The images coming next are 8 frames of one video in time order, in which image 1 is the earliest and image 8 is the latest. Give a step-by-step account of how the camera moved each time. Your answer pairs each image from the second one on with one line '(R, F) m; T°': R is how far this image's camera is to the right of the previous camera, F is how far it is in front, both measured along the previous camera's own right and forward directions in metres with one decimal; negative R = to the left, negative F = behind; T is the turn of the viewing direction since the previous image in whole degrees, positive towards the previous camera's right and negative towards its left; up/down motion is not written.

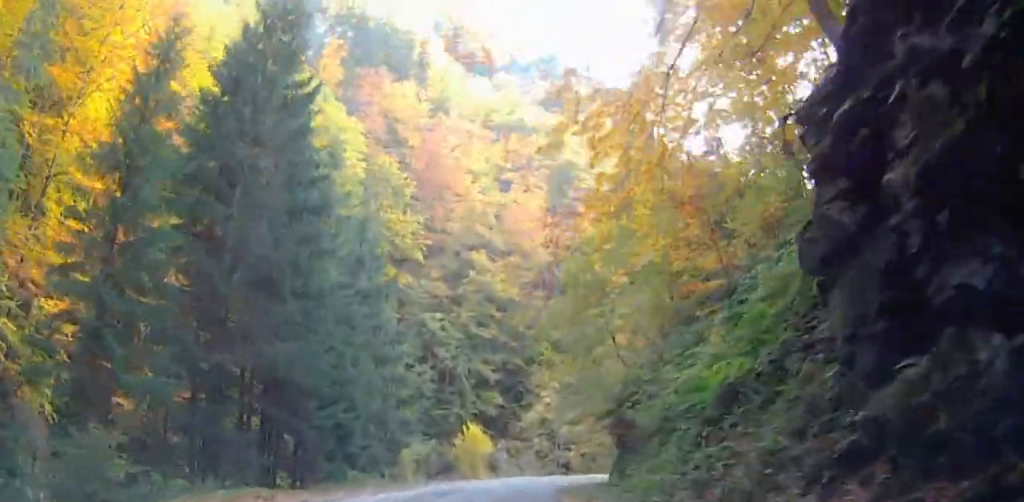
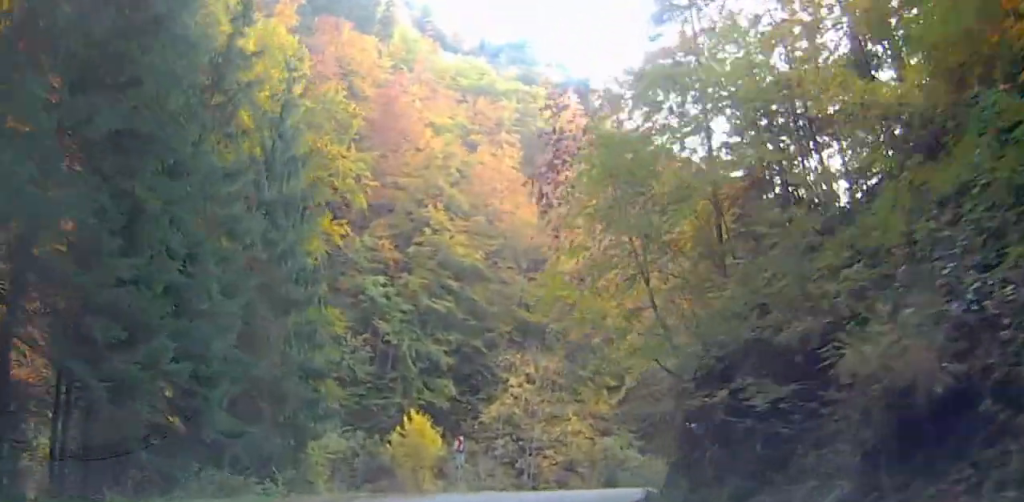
(-3.0, +15.7) m; -19°
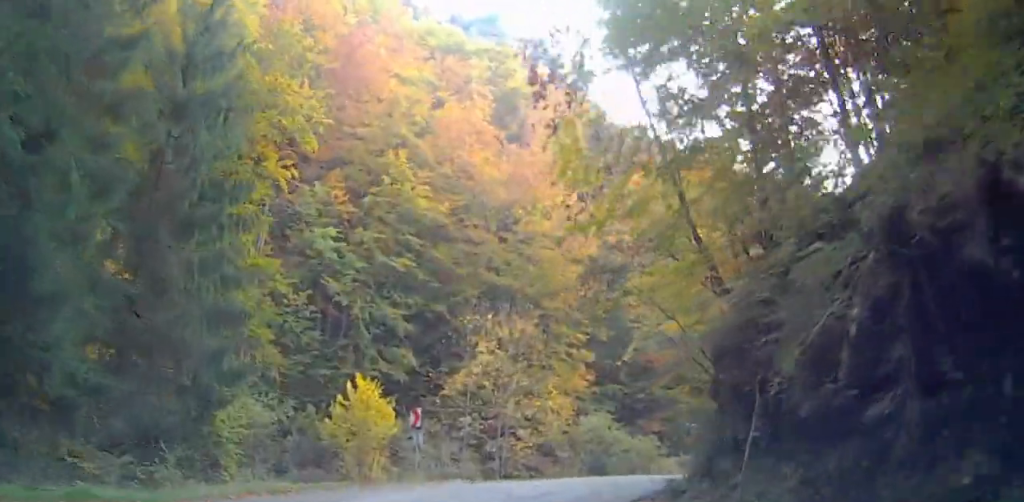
(-0.7, +8.2) m; -1°
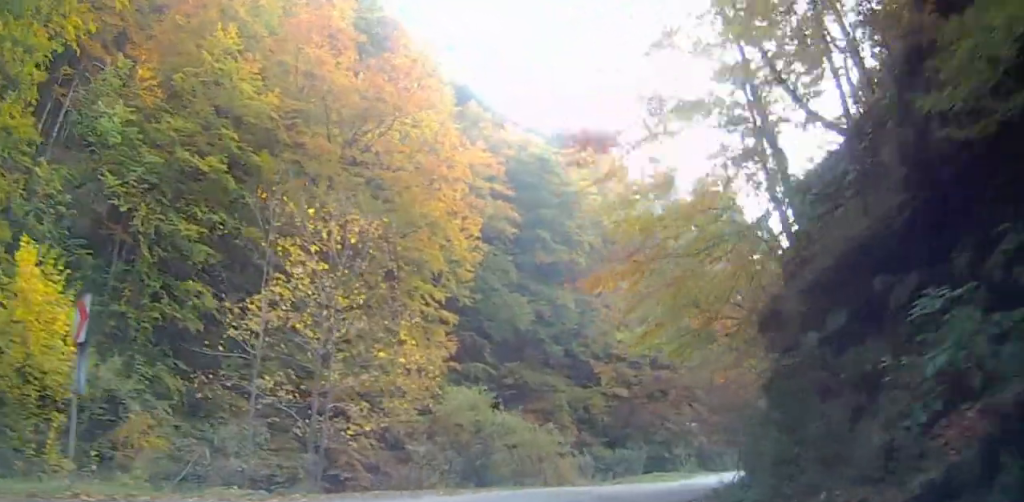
(+0.4, +17.3) m; +13°
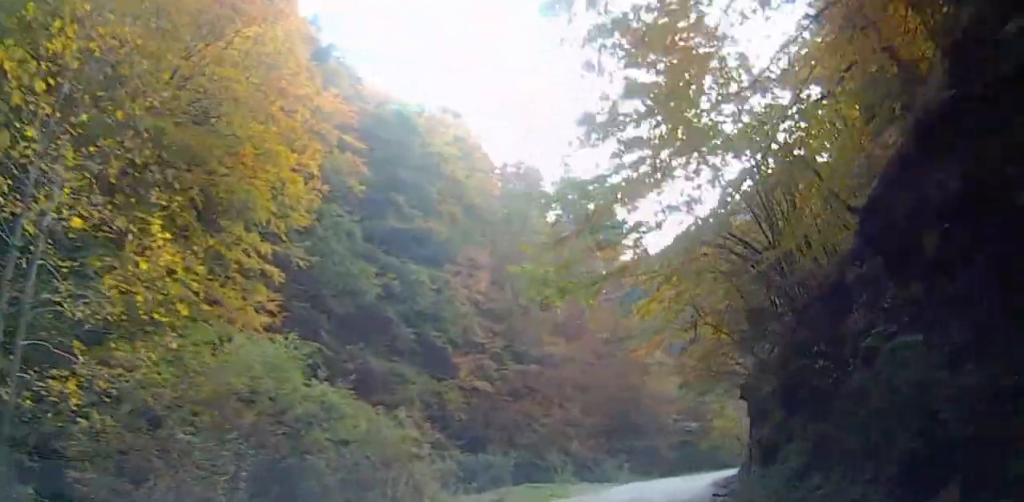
(+1.9, +11.6) m; +16°
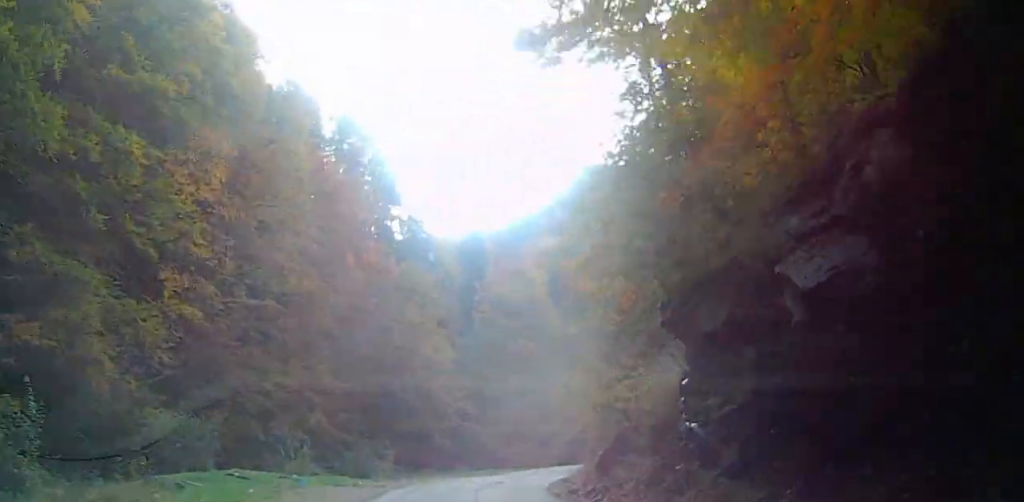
(+3.7, +18.9) m; +26°
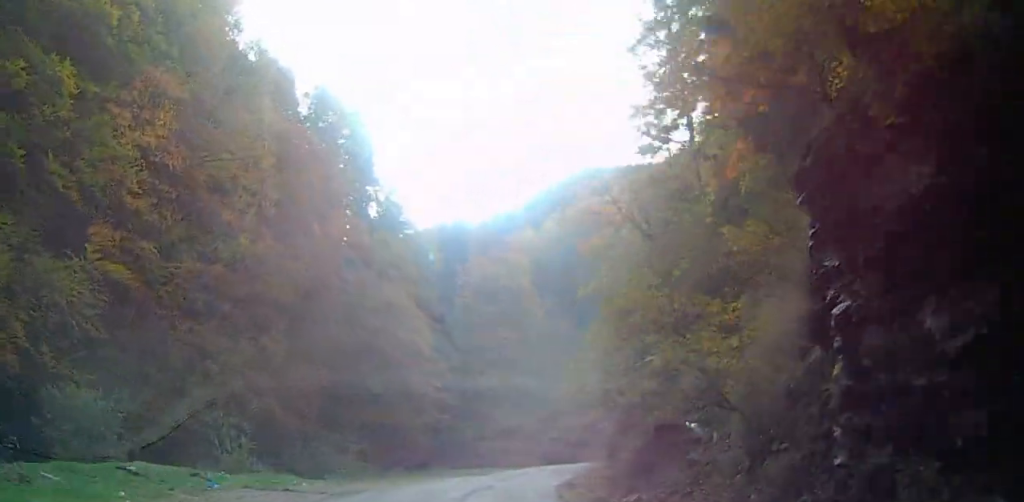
(+1.5, +7.8) m; +5°
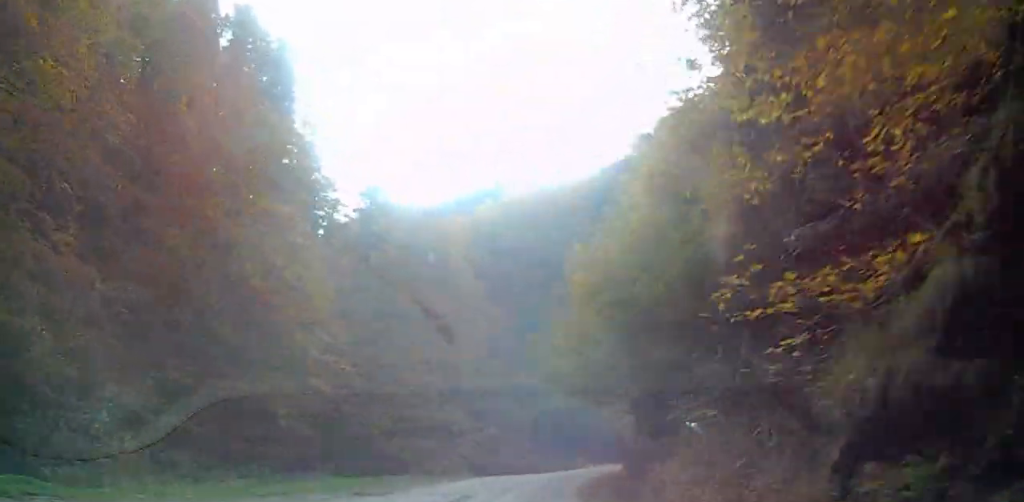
(+0.4, +18.9) m; -3°
